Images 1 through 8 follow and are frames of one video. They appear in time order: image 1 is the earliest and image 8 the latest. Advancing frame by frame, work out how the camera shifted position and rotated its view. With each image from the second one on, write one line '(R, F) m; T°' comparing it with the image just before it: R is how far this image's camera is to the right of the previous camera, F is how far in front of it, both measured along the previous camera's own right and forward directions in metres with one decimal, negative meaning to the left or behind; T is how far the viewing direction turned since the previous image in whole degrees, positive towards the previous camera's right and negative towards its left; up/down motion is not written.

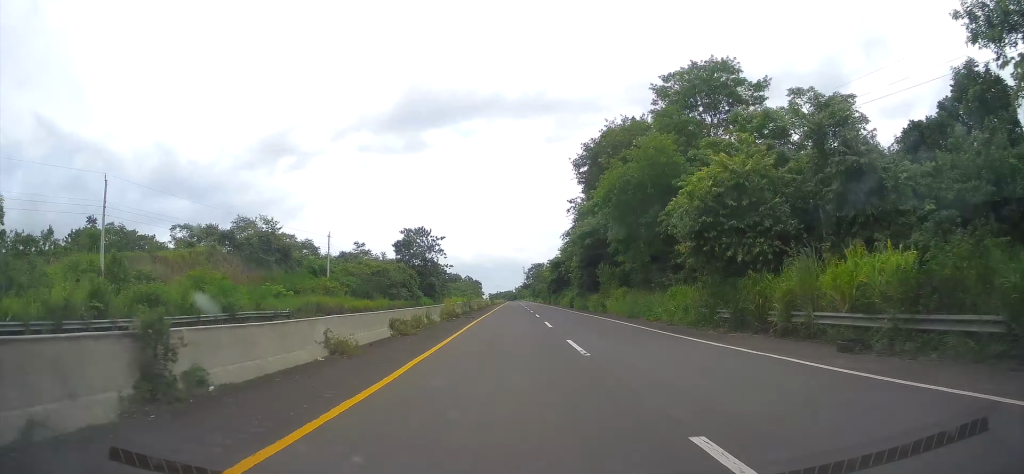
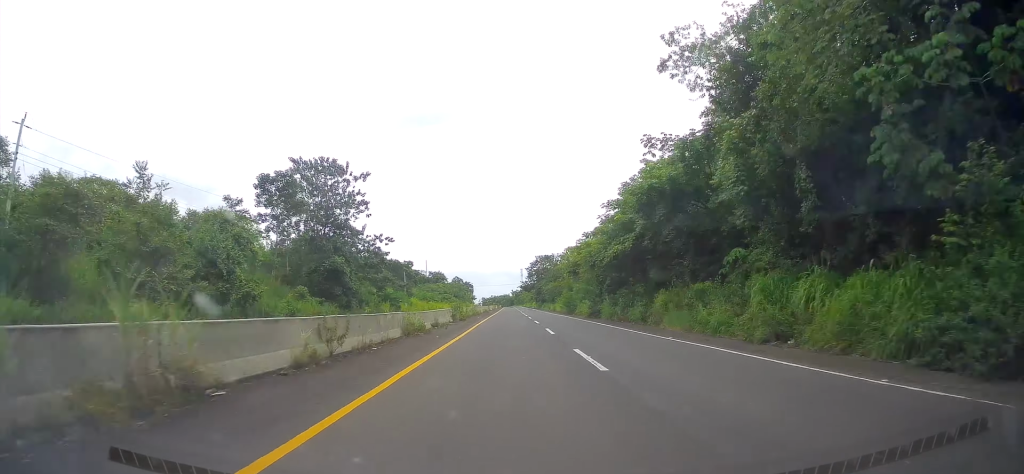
(+0.1, +65.0) m; 0°
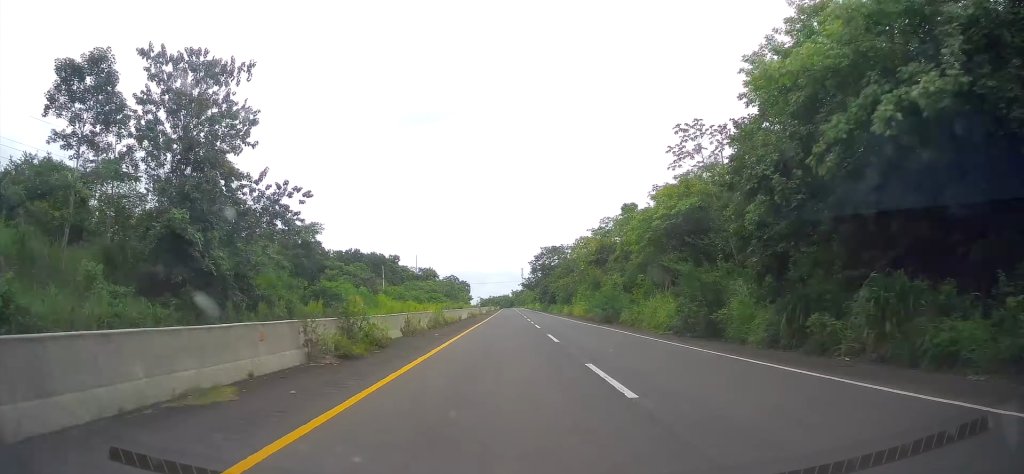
(0.0, +28.1) m; 0°
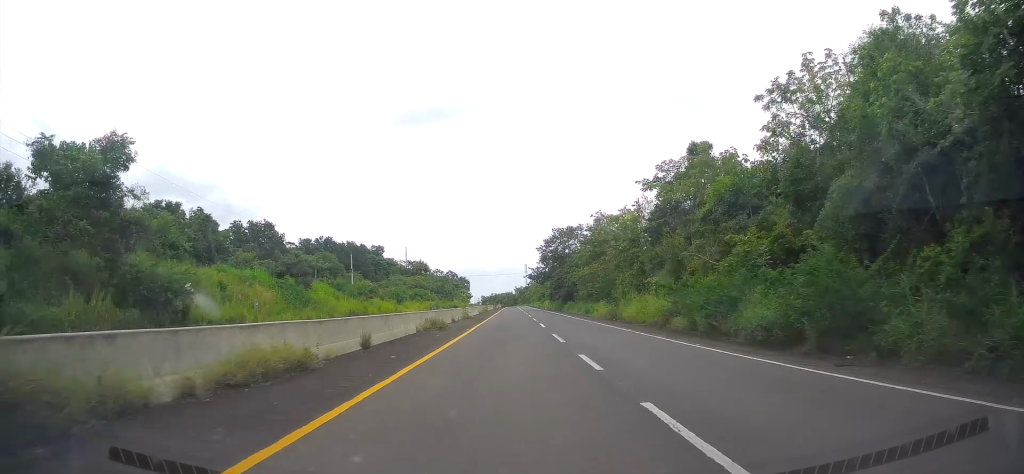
(0.0, +30.6) m; 0°
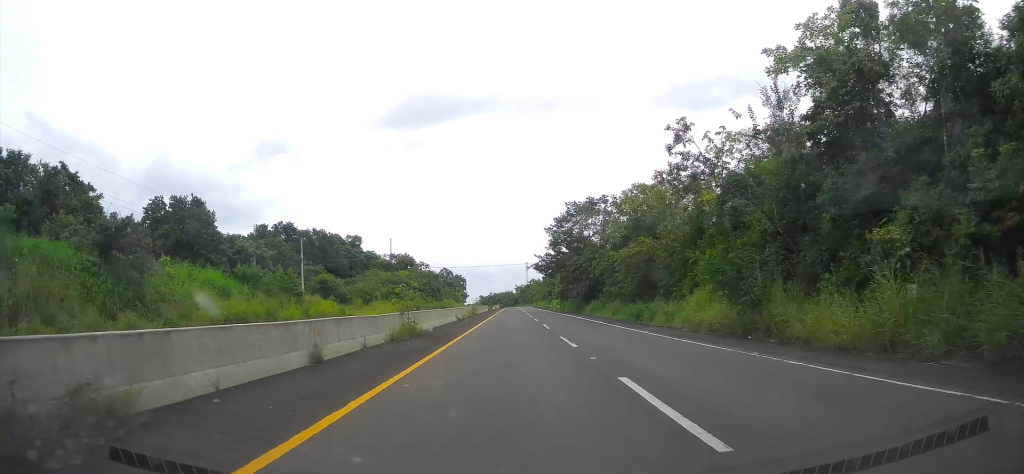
(+0.1, +27.4) m; 0°
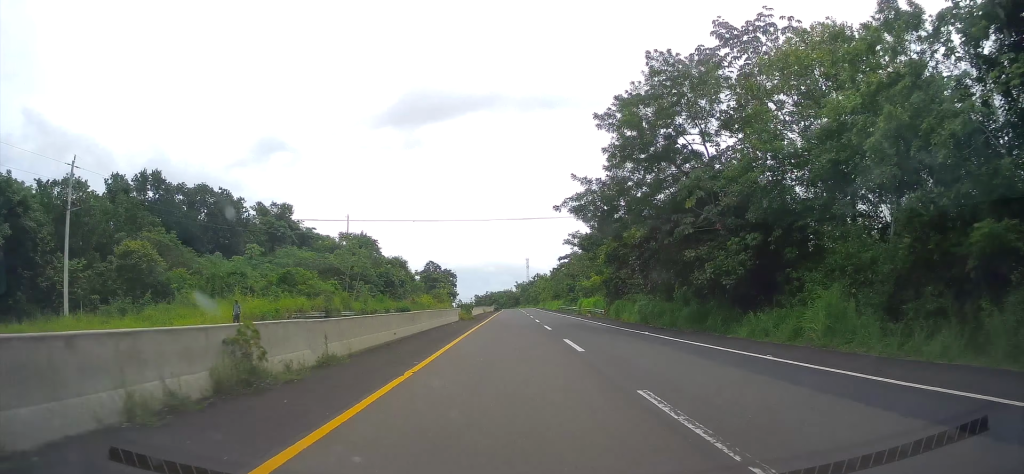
(+0.1, +49.3) m; 0°
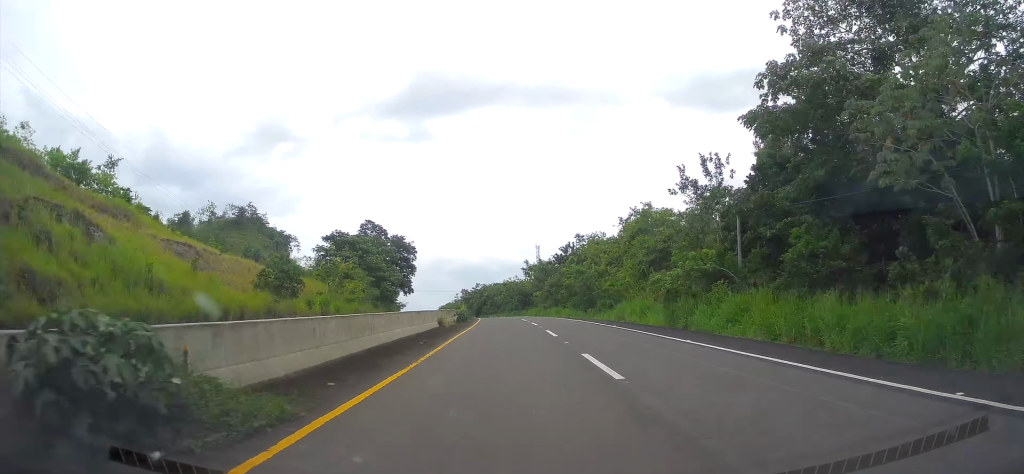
(-1.0, +116.8) m; -1°
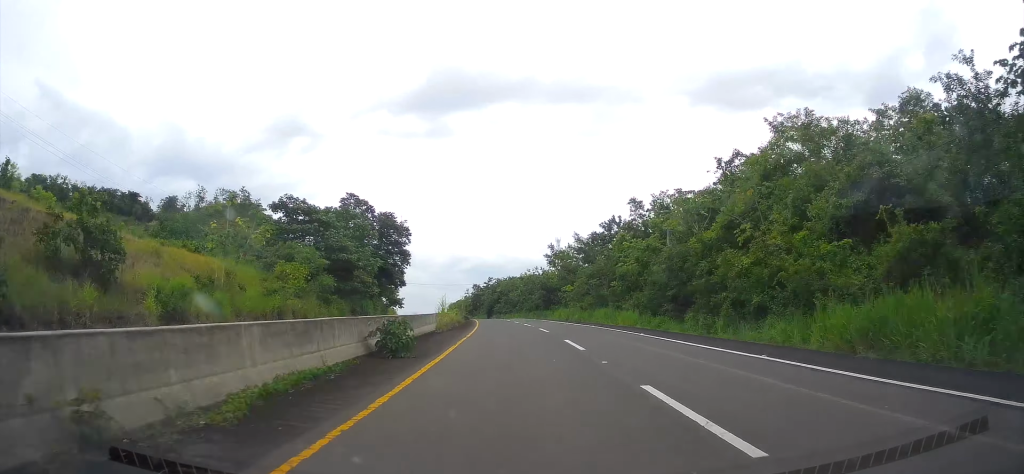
(+0.3, +30.2) m; -1°
